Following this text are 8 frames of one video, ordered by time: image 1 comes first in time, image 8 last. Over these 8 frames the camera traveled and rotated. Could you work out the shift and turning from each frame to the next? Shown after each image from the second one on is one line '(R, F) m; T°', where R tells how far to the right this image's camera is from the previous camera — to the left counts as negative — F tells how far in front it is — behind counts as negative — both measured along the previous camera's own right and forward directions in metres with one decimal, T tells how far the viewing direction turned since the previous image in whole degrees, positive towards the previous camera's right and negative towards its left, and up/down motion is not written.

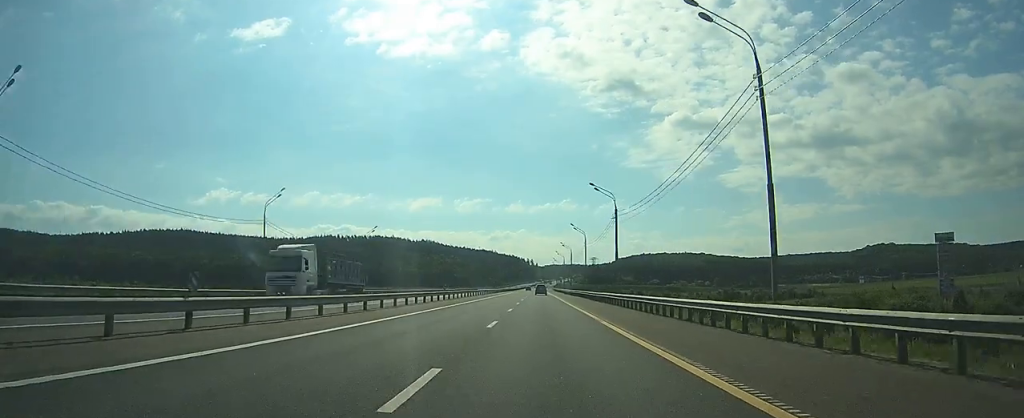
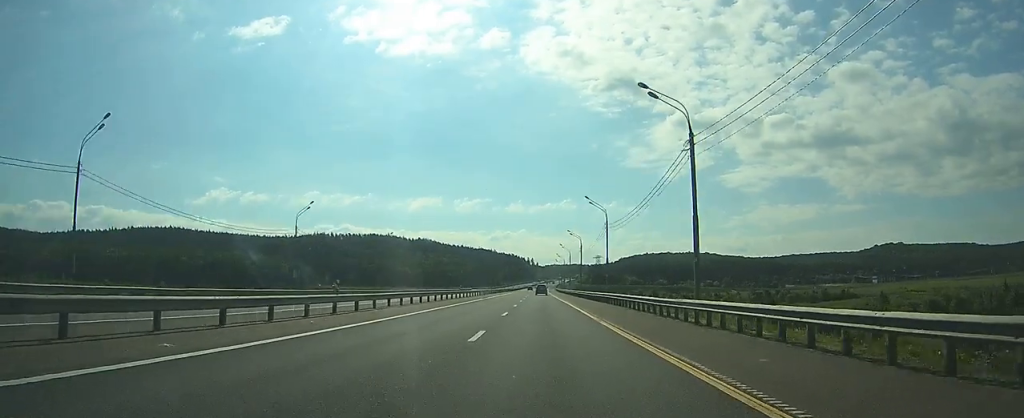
(0.0, +27.9) m; 0°
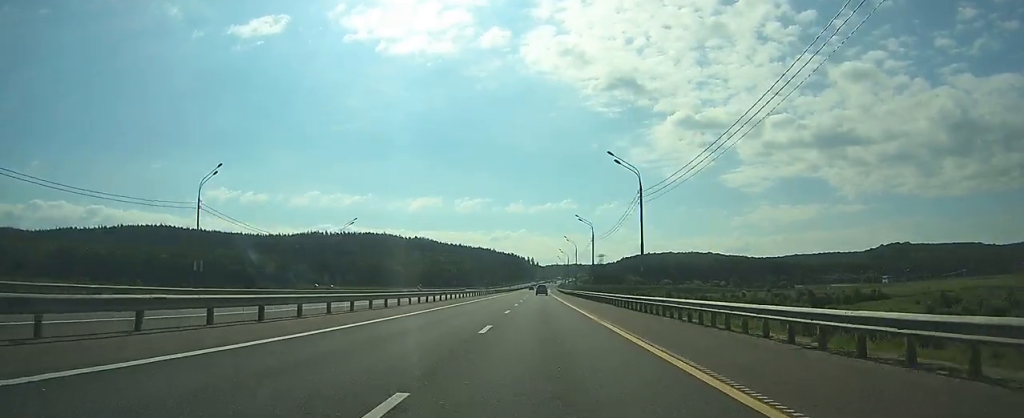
(0.0, +21.3) m; 0°
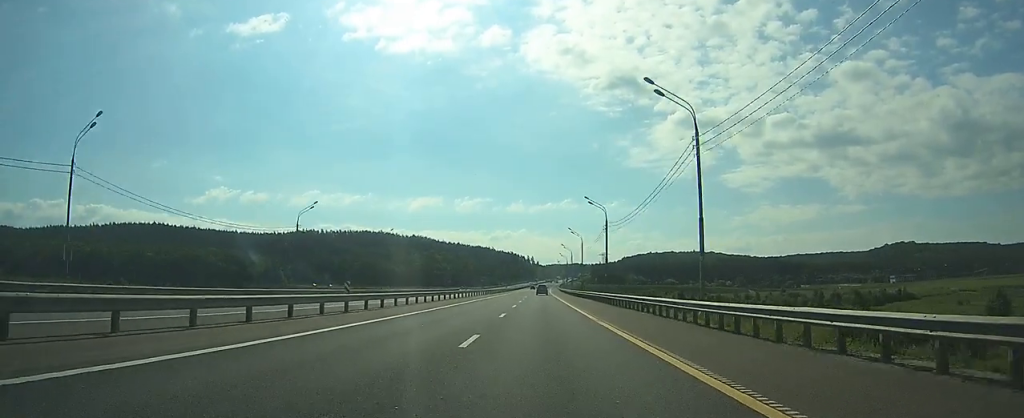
(-0.1, +15.6) m; 0°
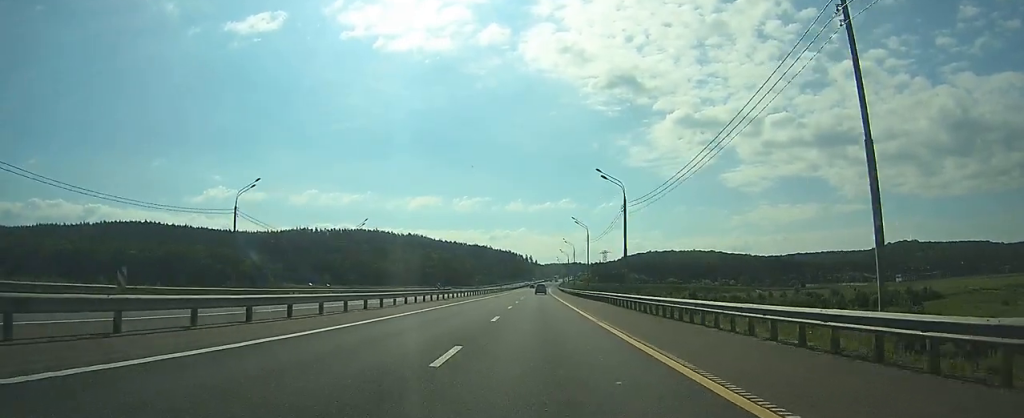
(0.0, +14.7) m; 0°
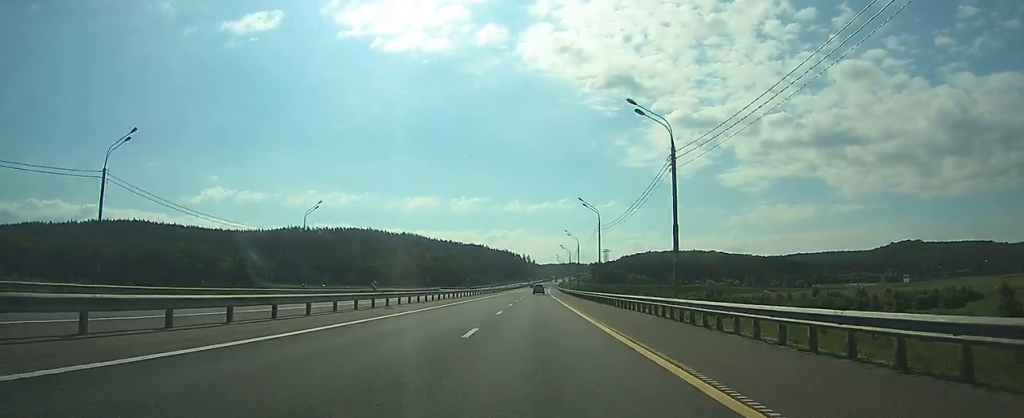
(0.0, +18.7) m; 0°
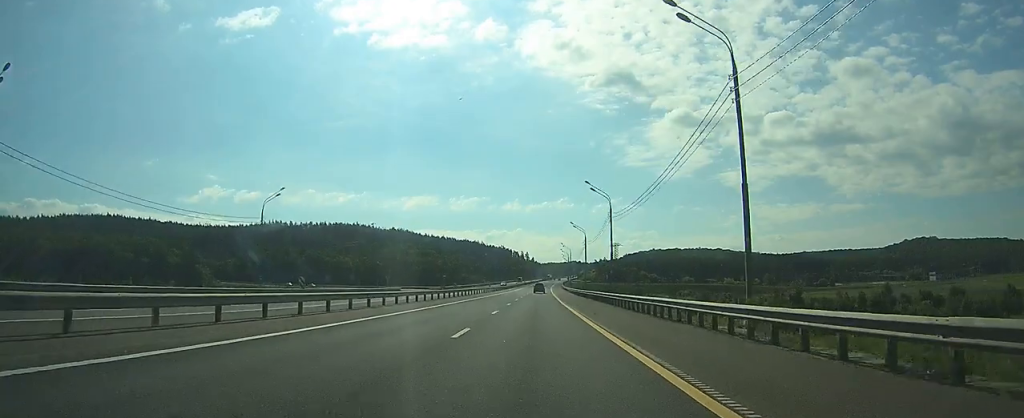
(+0.3, +47.6) m; +1°
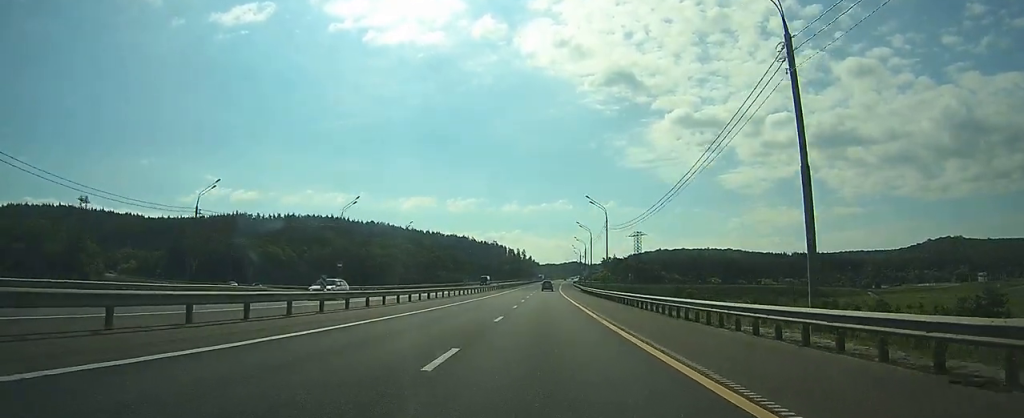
(+0.3, +76.5) m; 0°
